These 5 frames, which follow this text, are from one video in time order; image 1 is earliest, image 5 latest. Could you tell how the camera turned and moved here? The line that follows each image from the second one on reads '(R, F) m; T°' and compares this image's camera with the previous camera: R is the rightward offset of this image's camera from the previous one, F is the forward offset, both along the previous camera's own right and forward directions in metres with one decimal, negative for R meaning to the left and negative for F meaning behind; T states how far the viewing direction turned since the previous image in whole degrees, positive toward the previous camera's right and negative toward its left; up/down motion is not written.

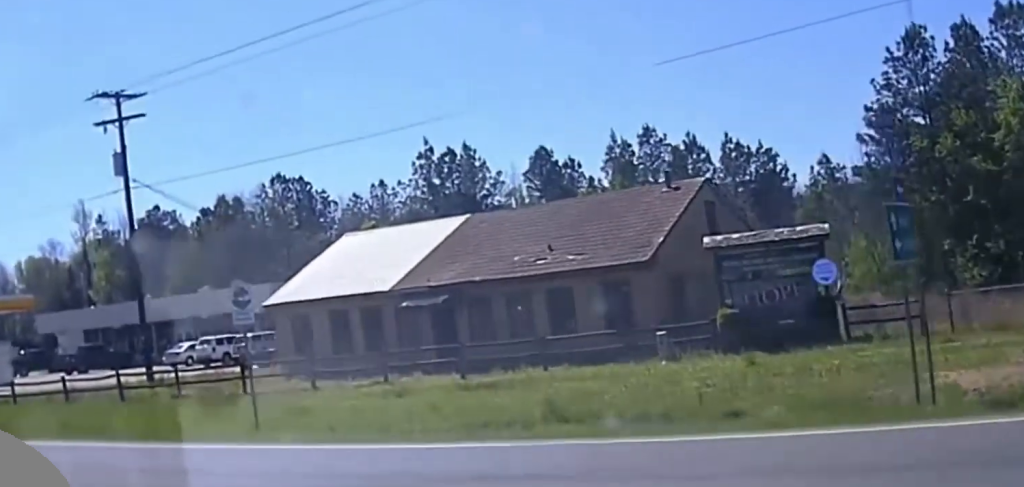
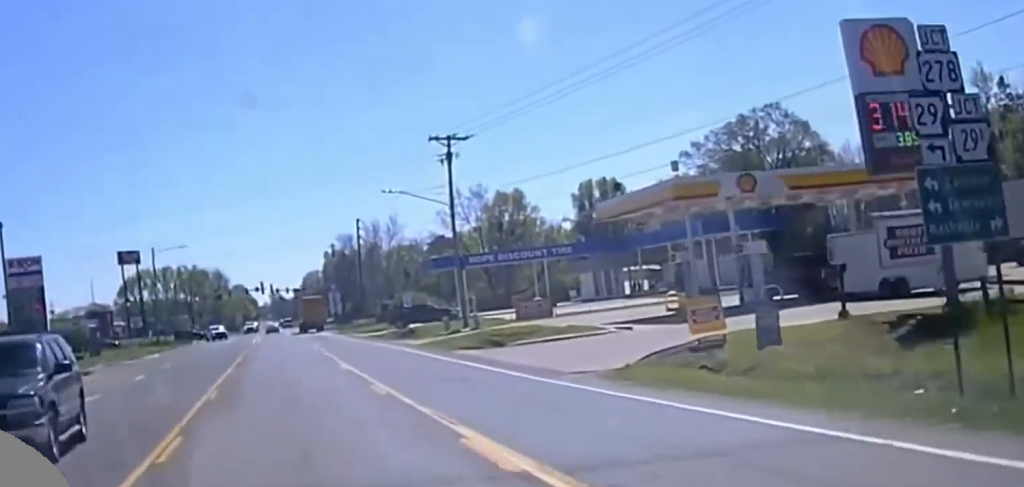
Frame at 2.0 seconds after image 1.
(-5.9, +16.2) m; -32°
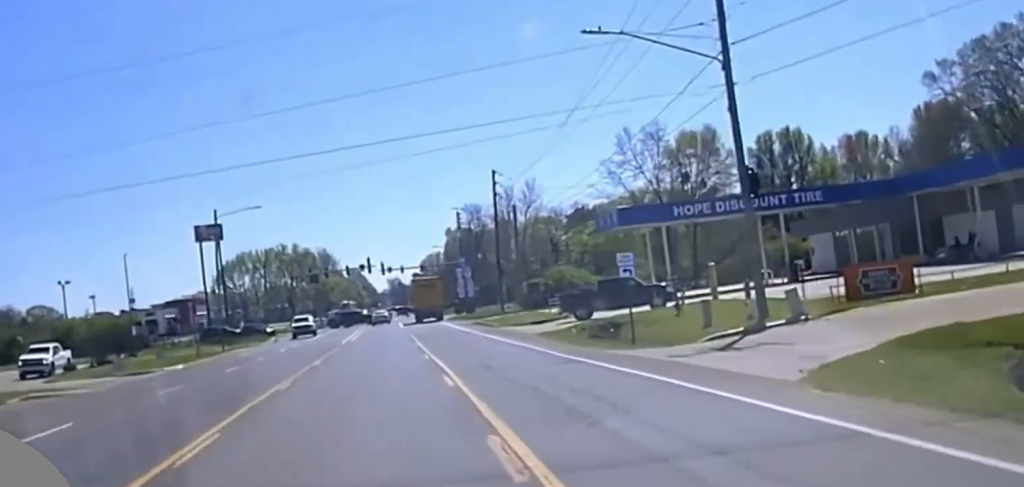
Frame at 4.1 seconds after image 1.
(-3.3, +34.3) m; -8°
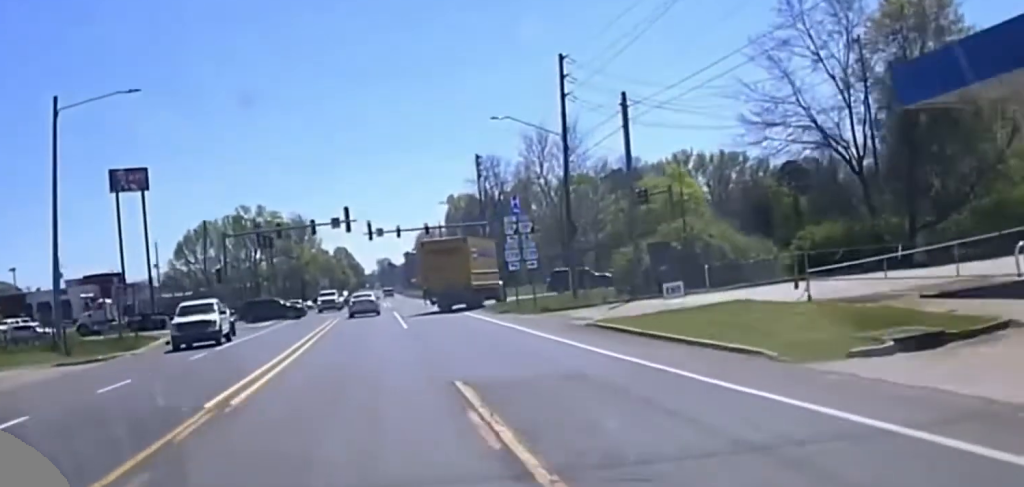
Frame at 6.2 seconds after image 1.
(+0.1, +45.6) m; +1°
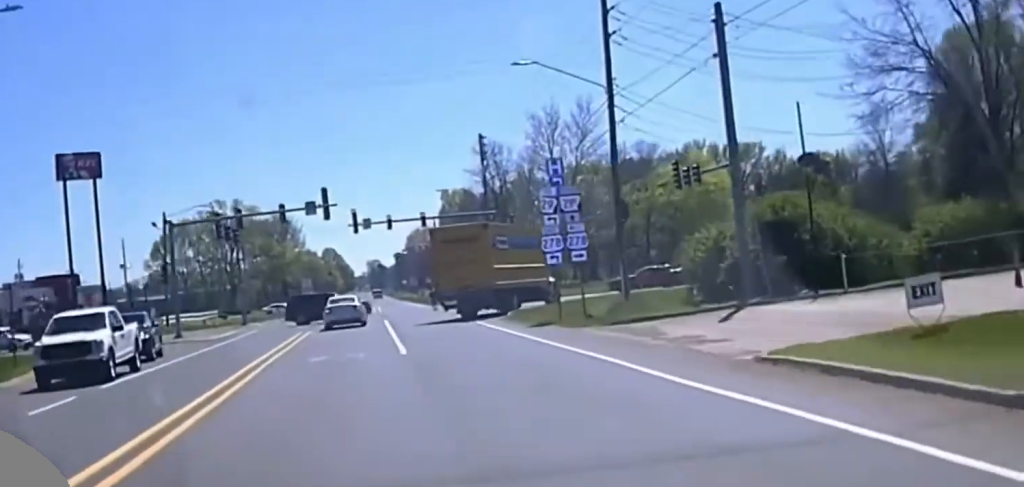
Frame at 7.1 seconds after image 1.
(0.0, +16.9) m; 0°
